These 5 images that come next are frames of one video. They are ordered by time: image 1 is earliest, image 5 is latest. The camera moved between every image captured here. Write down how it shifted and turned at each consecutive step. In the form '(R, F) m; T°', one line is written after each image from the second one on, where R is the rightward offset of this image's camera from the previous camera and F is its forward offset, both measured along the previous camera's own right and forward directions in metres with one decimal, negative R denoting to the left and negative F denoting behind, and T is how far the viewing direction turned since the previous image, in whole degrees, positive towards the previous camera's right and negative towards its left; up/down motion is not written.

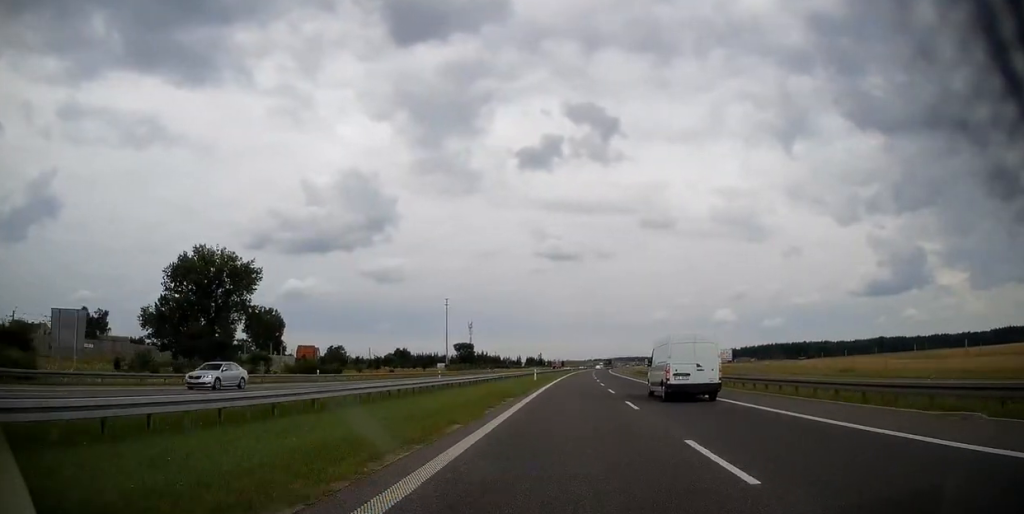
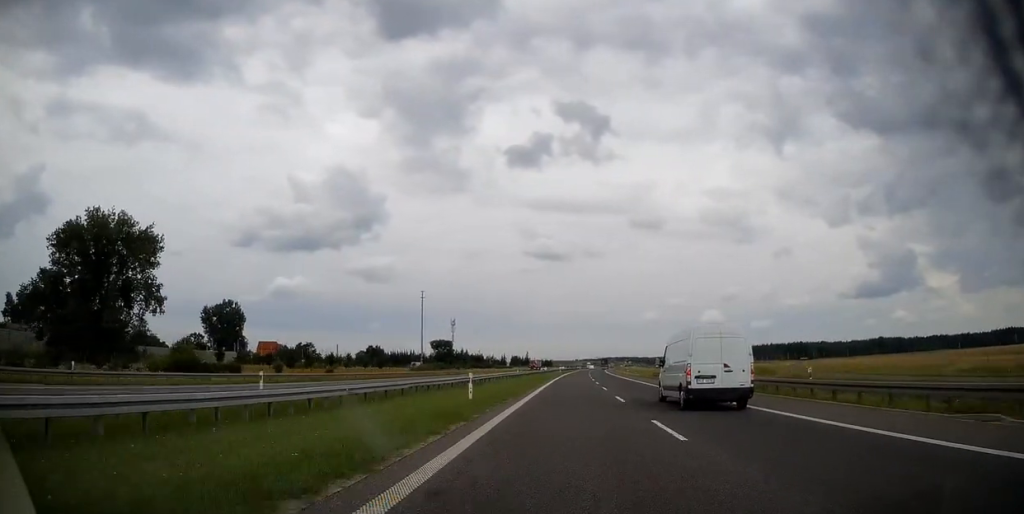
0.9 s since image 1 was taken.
(+0.1, +31.9) m; +1°
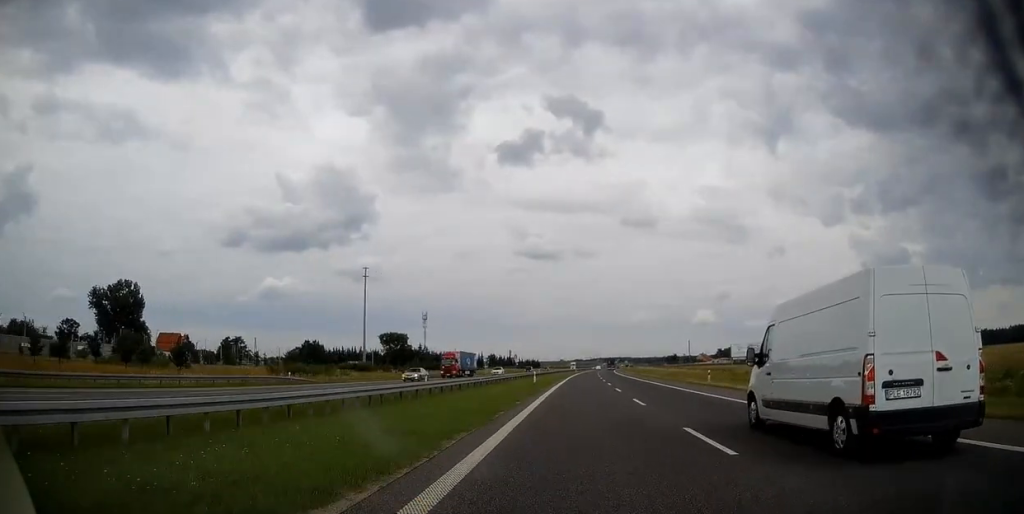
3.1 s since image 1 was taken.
(+1.3, +74.3) m; +2°
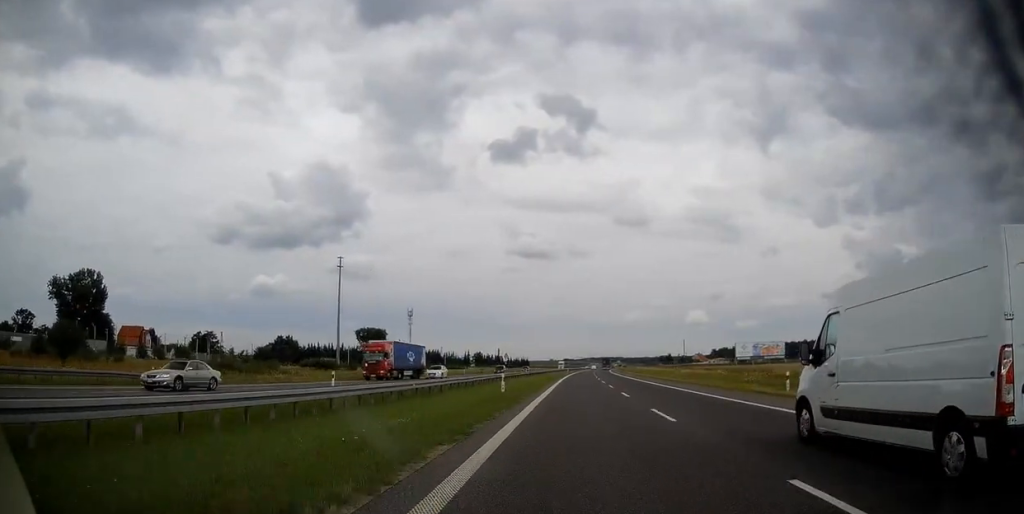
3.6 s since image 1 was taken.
(+0.1, +18.3) m; 0°
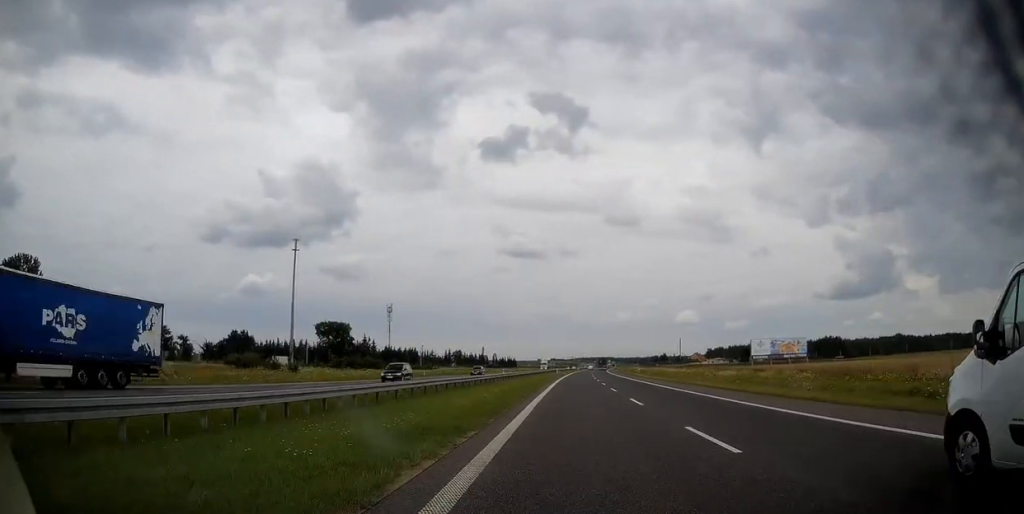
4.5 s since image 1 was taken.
(+0.1, +29.8) m; +1°
